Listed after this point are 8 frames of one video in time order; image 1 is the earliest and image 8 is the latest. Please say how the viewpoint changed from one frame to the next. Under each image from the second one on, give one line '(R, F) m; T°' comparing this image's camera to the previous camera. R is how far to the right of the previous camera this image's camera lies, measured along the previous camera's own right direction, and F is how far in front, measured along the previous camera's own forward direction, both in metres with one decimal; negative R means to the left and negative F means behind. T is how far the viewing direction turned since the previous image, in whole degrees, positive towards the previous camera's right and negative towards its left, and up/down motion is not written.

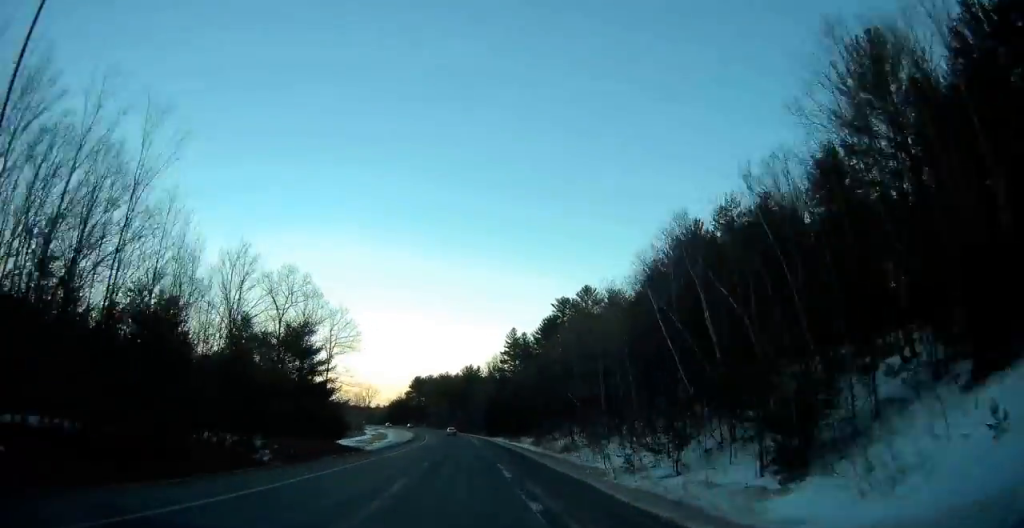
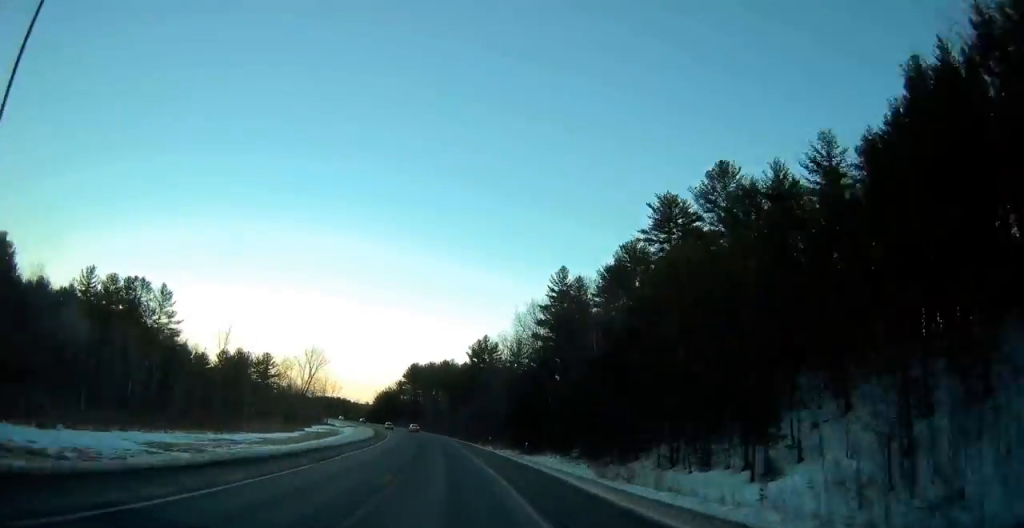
(-0.6, +71.1) m; -2°
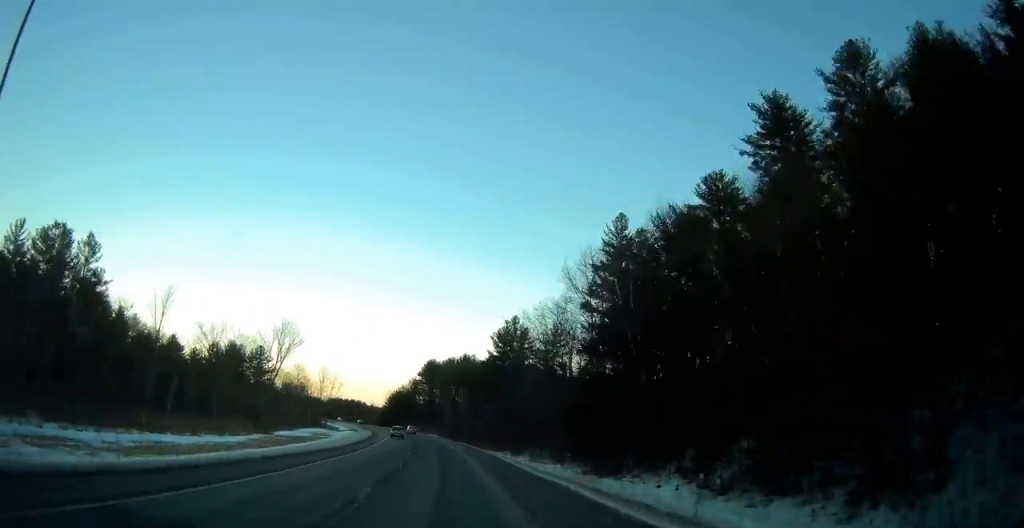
(-0.5, +27.0) m; -2°
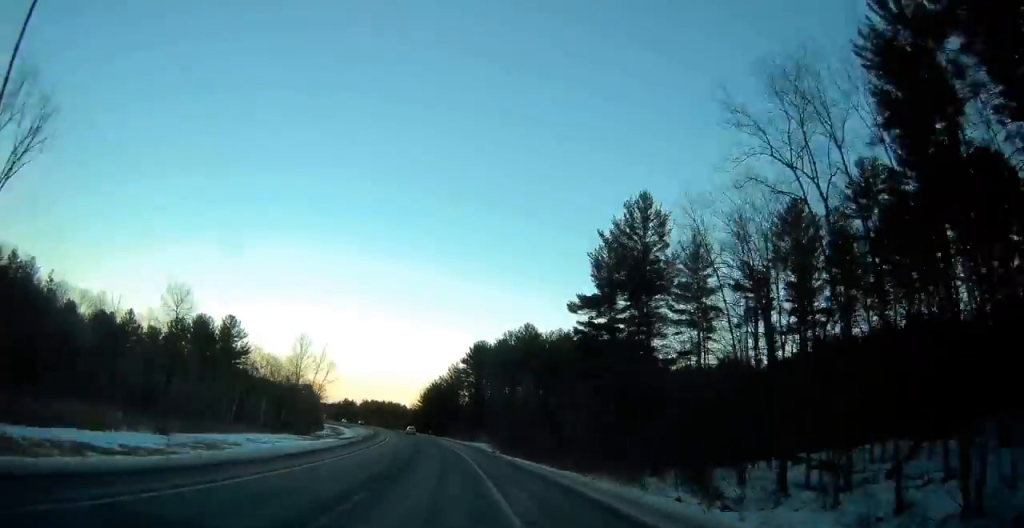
(-2.2, +57.3) m; -5°
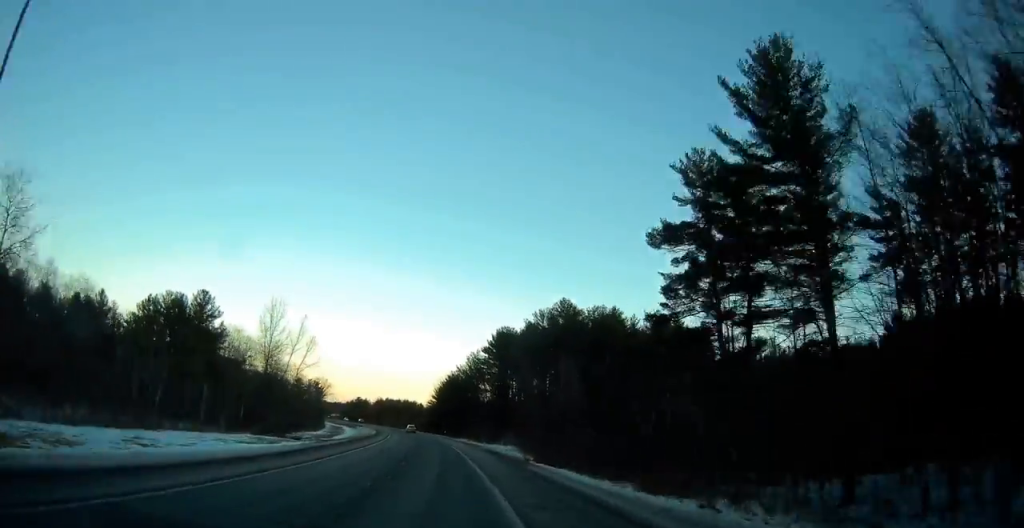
(-0.1, +23.5) m; -2°
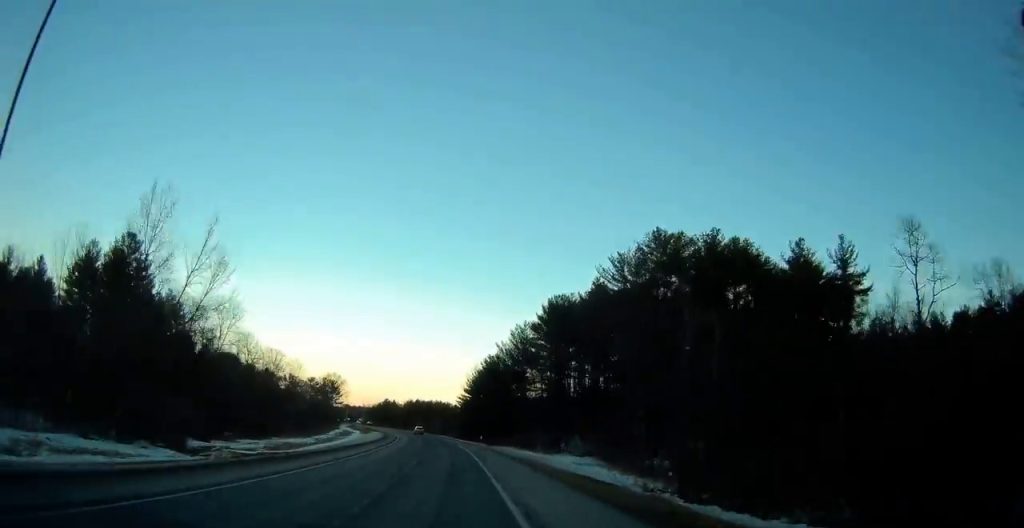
(-1.2, +37.0) m; -3°
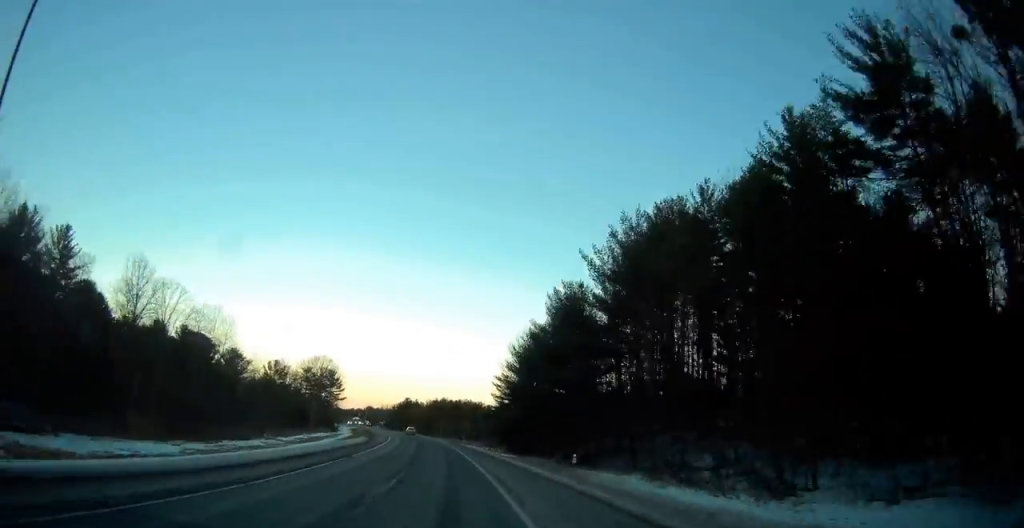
(-1.9, +50.3) m; -4°
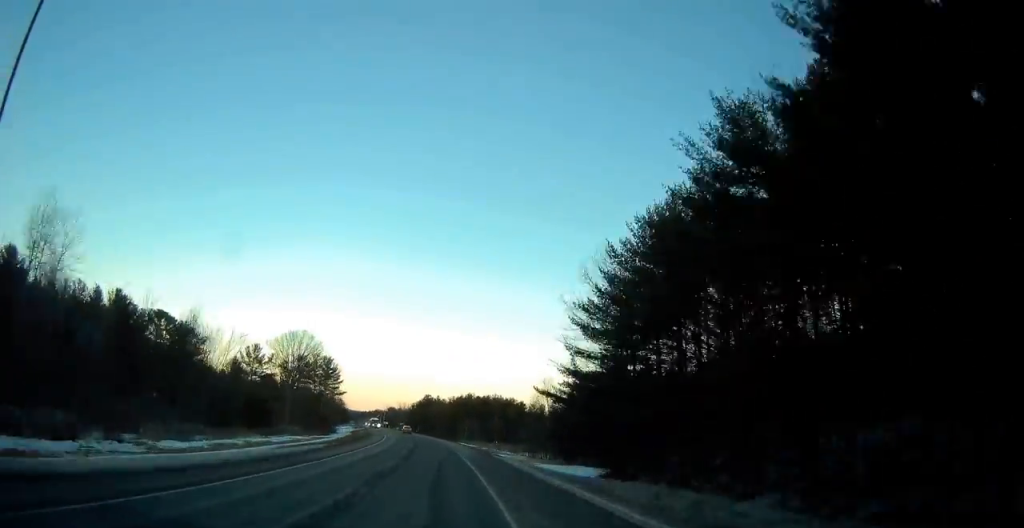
(-0.9, +37.0) m; -3°
